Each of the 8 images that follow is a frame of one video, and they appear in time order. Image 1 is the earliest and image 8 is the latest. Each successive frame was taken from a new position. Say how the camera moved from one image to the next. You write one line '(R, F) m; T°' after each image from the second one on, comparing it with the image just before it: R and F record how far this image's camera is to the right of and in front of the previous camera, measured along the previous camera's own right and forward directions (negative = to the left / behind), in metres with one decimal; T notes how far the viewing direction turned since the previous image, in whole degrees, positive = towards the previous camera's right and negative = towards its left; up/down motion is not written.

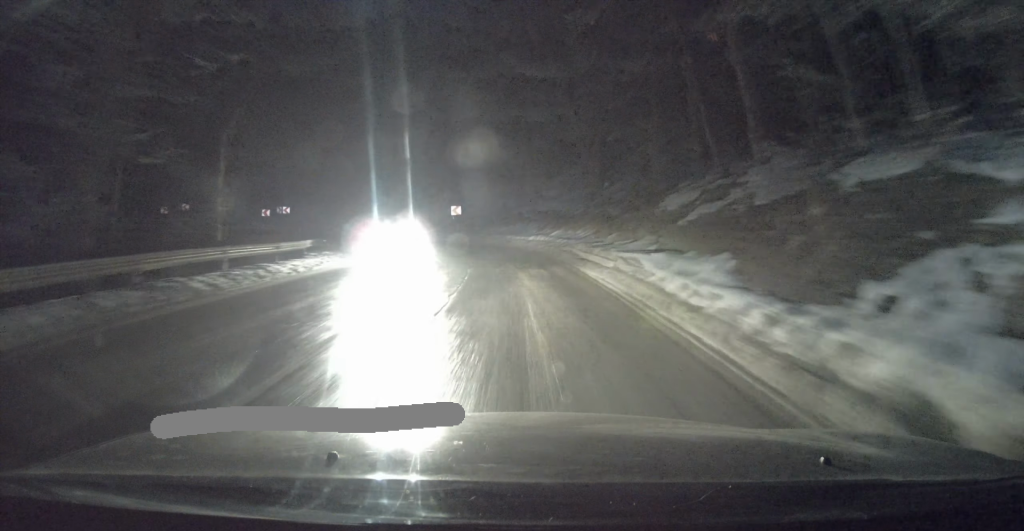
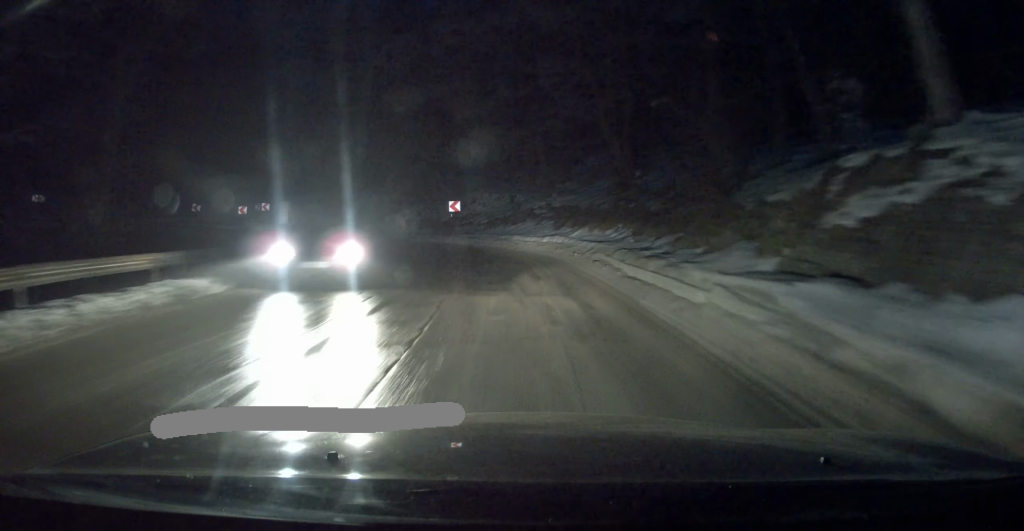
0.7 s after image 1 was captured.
(-0.2, +6.7) m; -1°
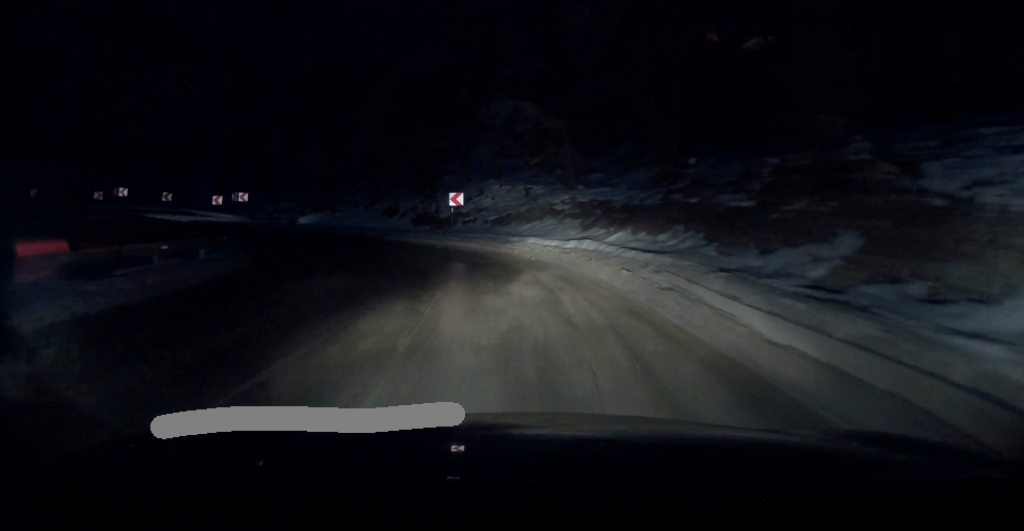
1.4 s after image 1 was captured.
(0.0, +6.4) m; 0°
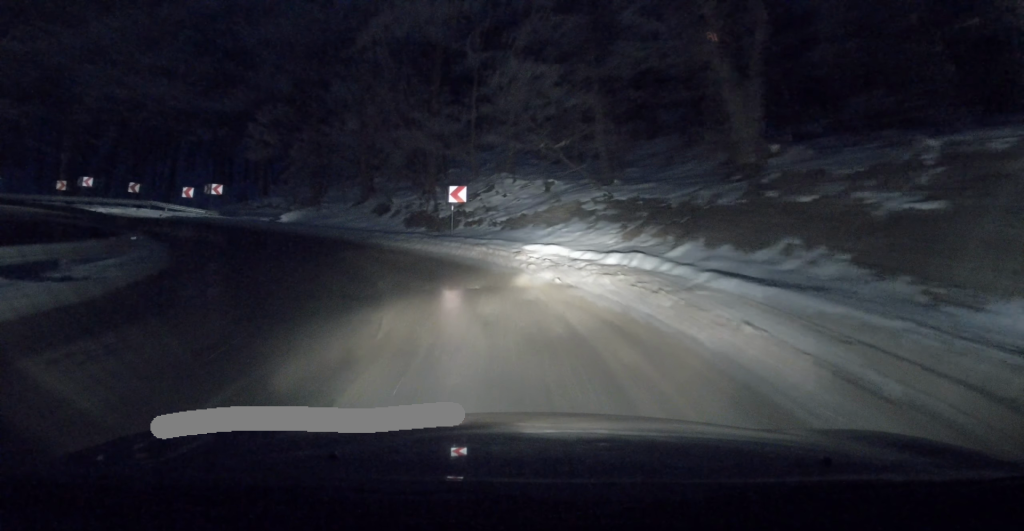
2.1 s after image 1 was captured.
(0.0, +5.9) m; 0°
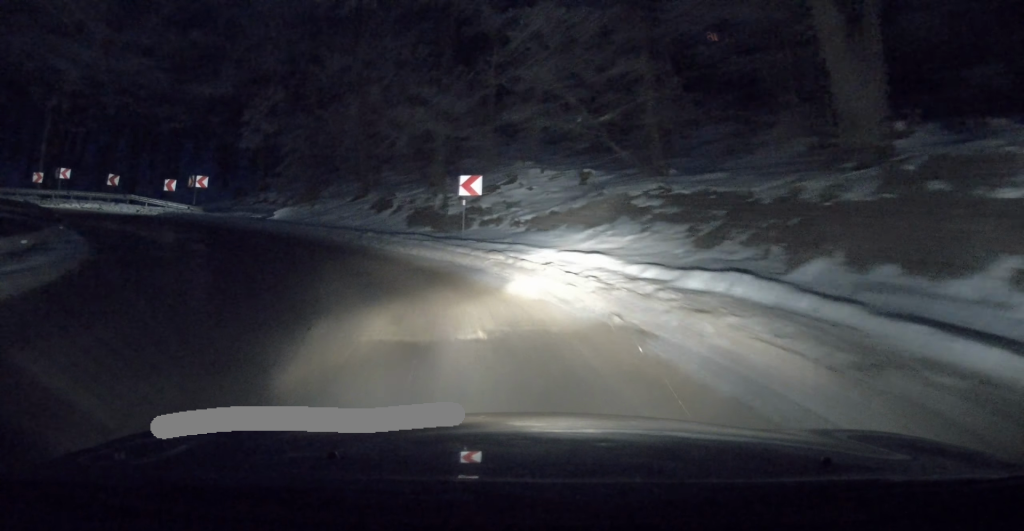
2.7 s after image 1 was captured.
(0.0, +4.6) m; 0°
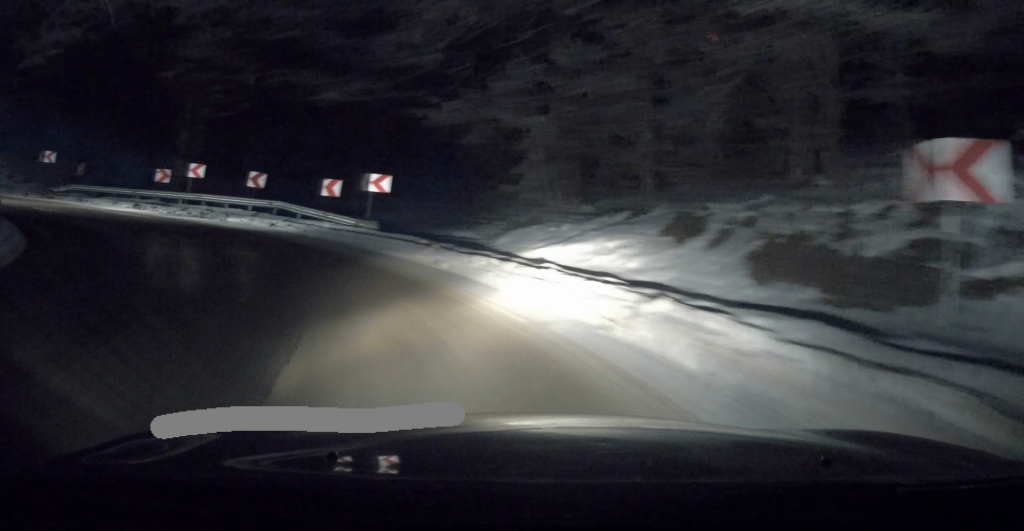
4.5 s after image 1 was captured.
(-0.8, +11.3) m; -11°
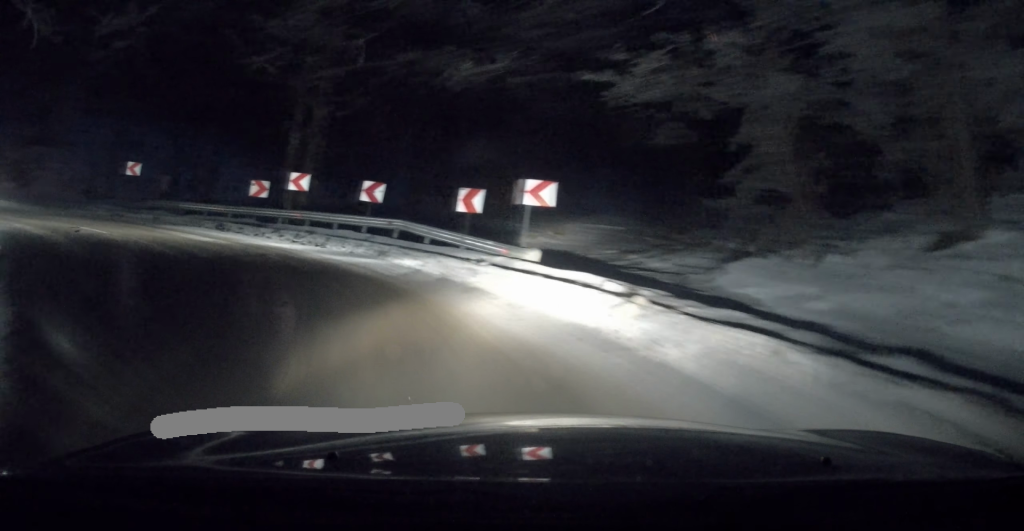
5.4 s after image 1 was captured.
(-0.3, +4.9) m; -14°
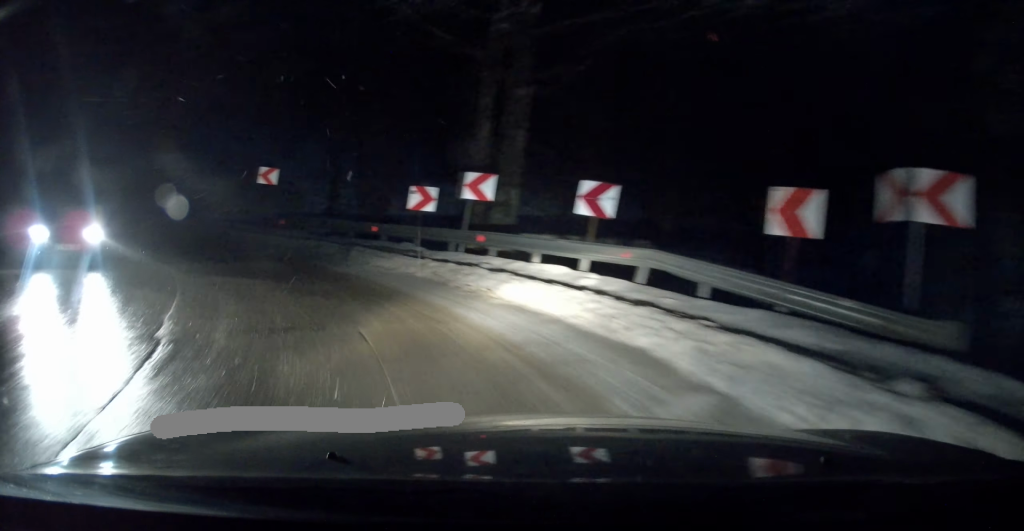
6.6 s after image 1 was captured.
(-1.1, +5.2) m; -31°
